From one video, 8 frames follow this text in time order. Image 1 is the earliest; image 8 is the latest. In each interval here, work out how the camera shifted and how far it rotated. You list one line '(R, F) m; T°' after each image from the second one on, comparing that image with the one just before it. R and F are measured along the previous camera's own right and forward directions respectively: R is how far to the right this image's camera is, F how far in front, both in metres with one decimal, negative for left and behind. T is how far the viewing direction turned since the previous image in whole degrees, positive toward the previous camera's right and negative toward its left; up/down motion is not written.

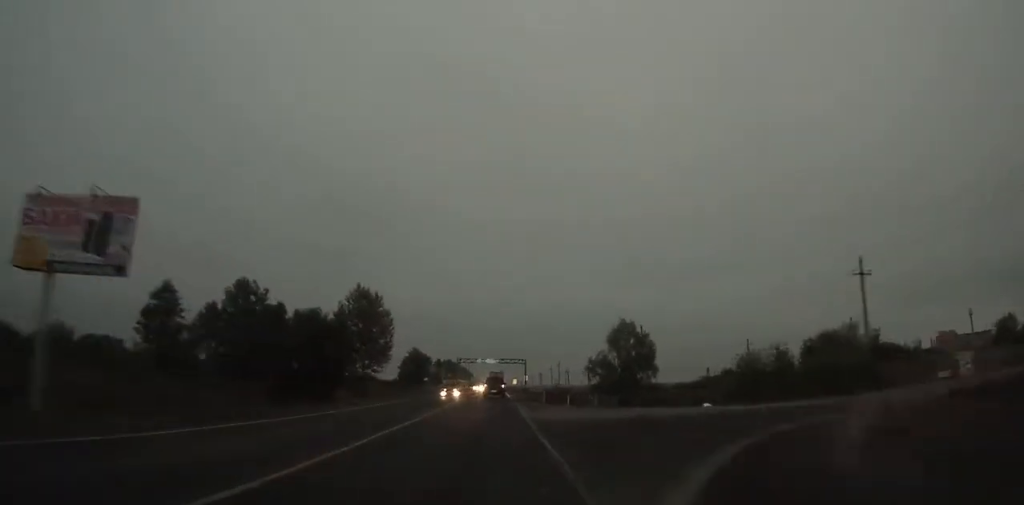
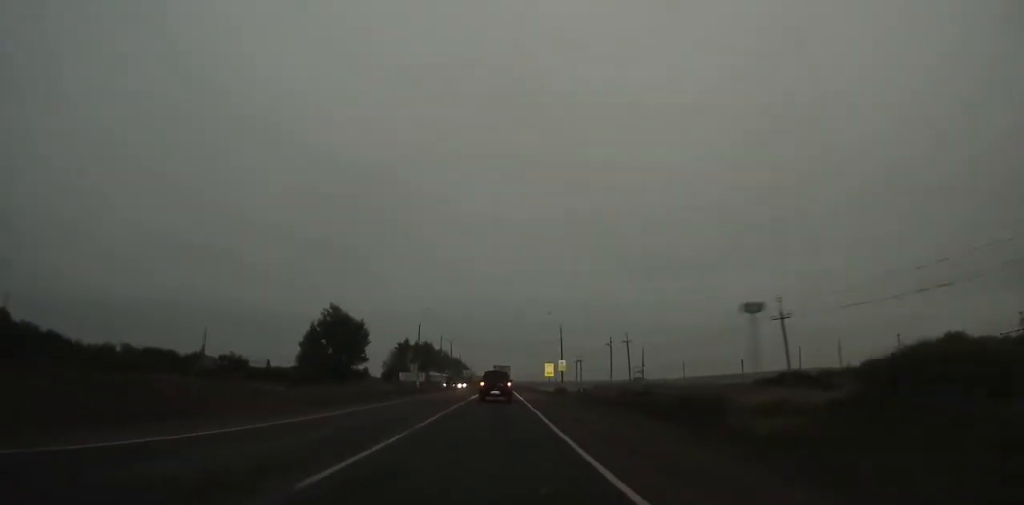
(+0.3, +119.8) m; 0°
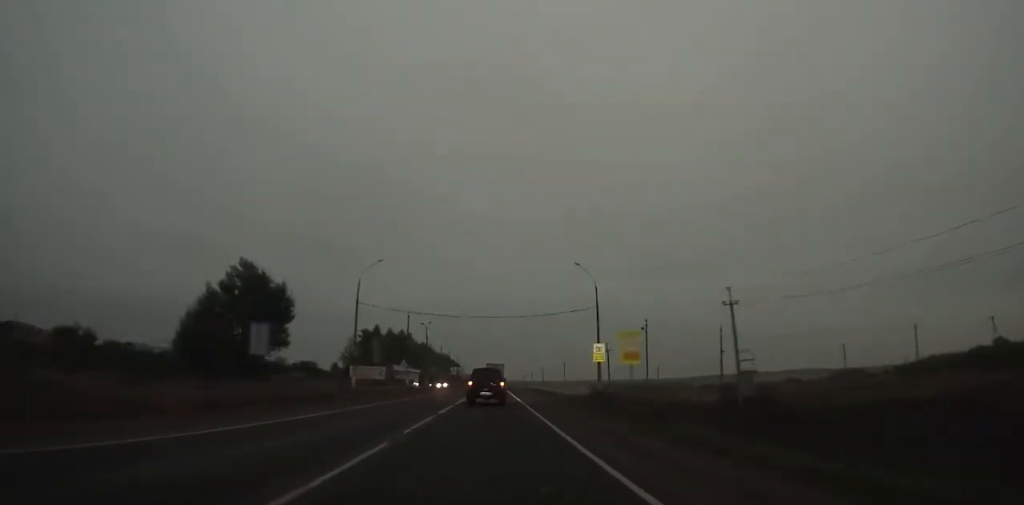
(+0.1, +40.6) m; 0°
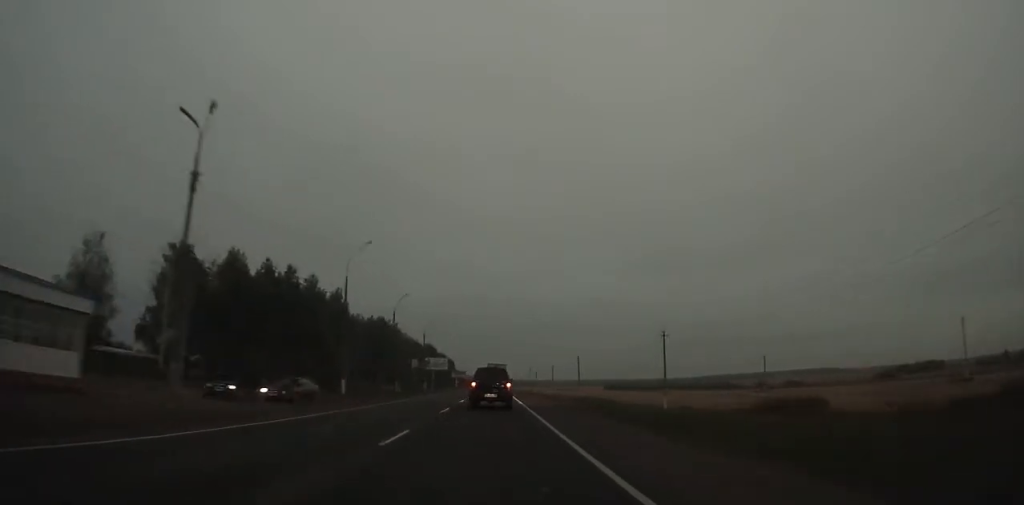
(0.0, +93.6) m; 0°
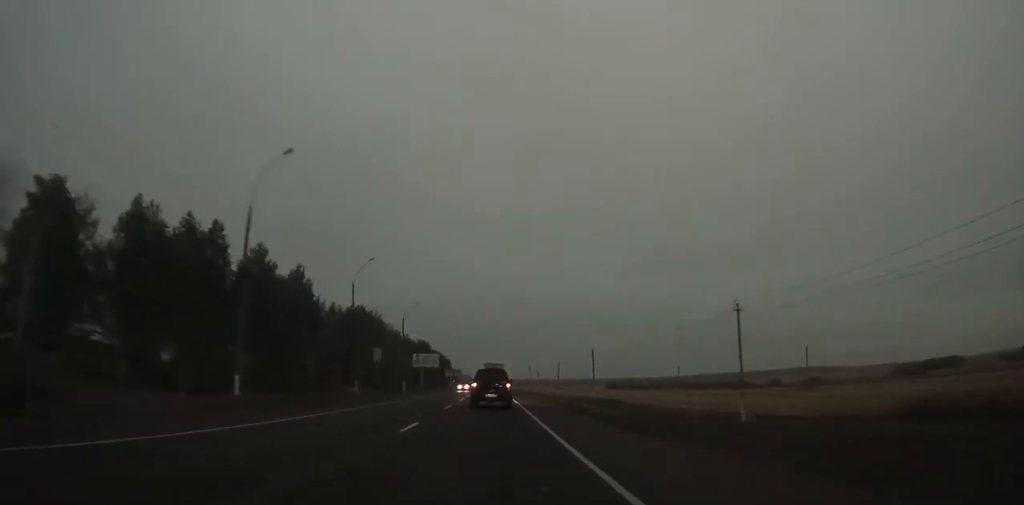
(0.0, +20.9) m; 0°
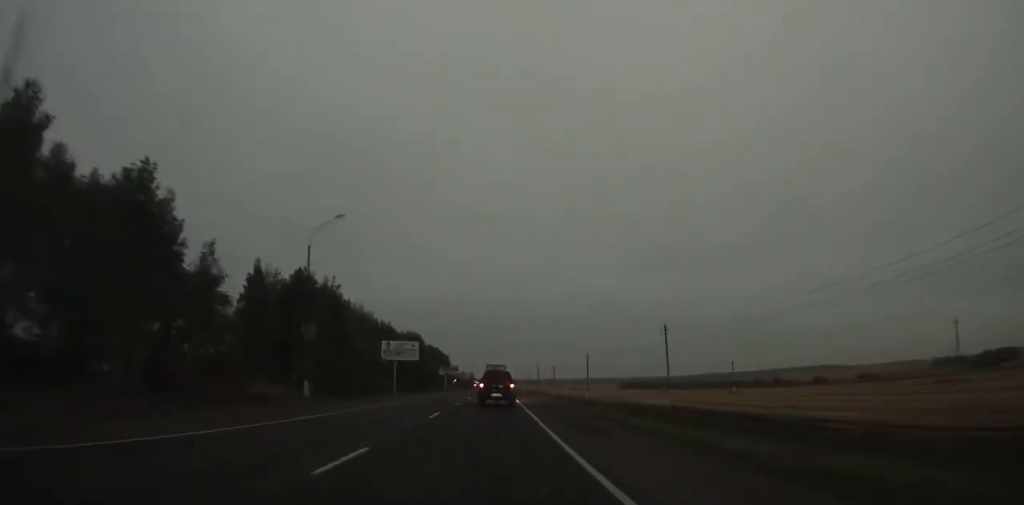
(0.0, +45.1) m; 0°
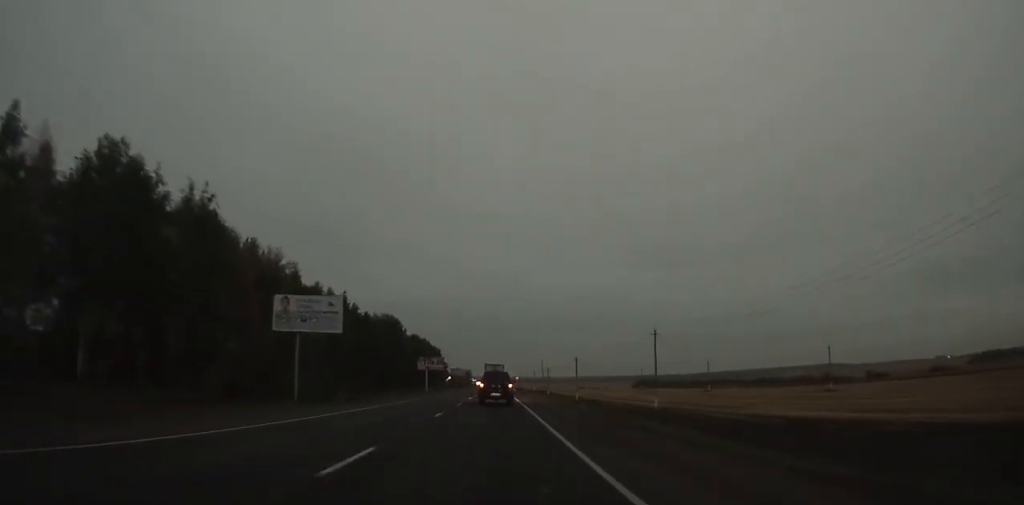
(-0.1, +48.6) m; 0°
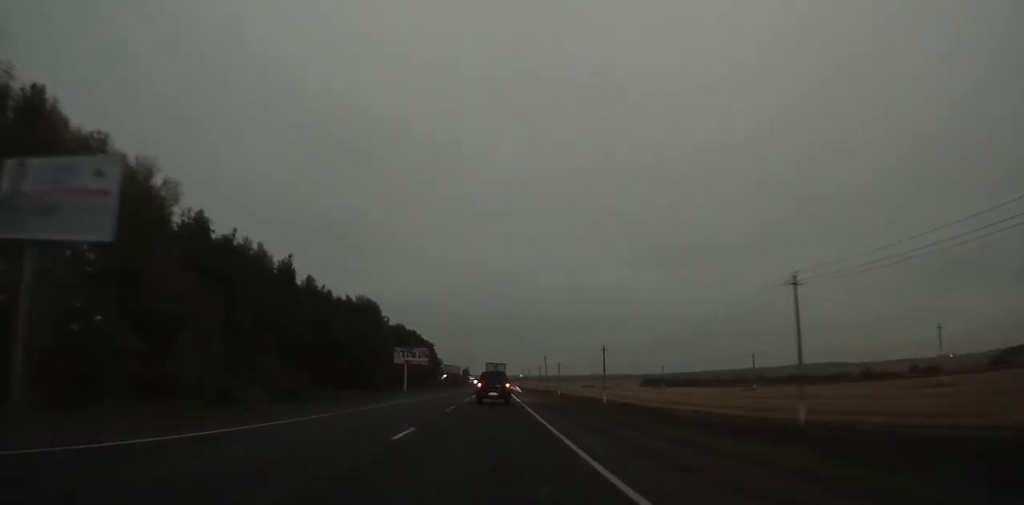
(-0.1, +31.7) m; 0°
